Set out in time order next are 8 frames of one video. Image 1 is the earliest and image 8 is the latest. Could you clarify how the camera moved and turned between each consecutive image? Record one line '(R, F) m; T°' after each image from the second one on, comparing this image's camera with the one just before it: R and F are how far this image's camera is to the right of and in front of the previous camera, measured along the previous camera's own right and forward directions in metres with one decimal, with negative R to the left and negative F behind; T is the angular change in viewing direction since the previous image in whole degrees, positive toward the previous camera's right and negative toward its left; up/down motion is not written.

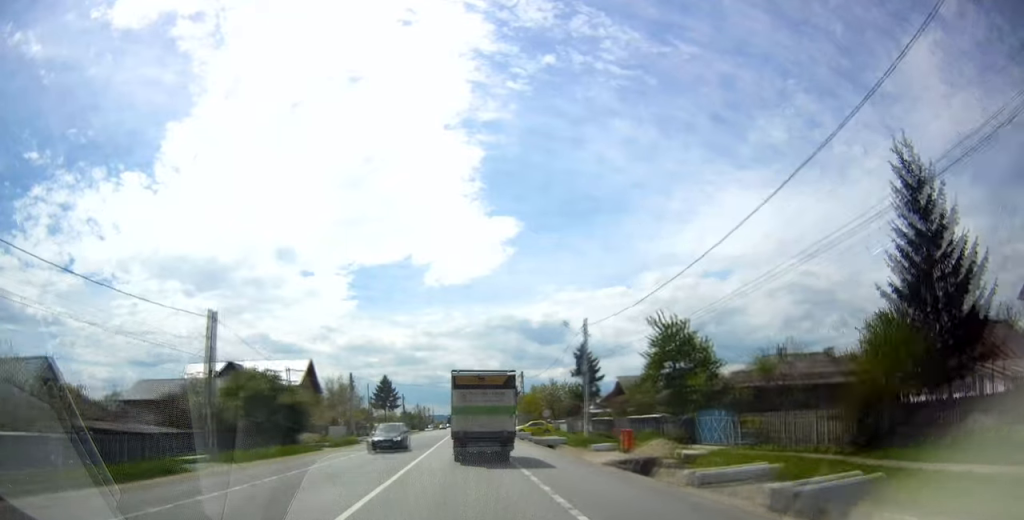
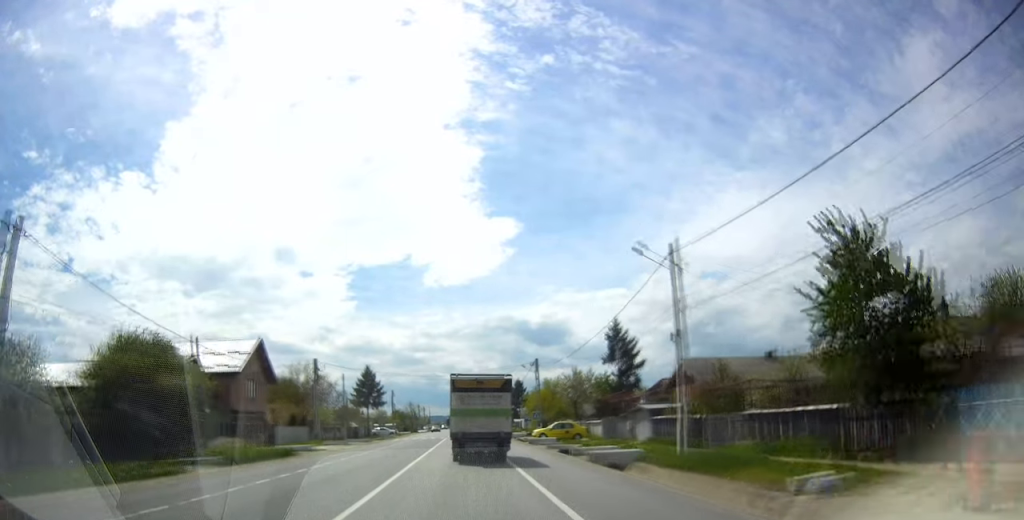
(0.0, +18.2) m; 0°
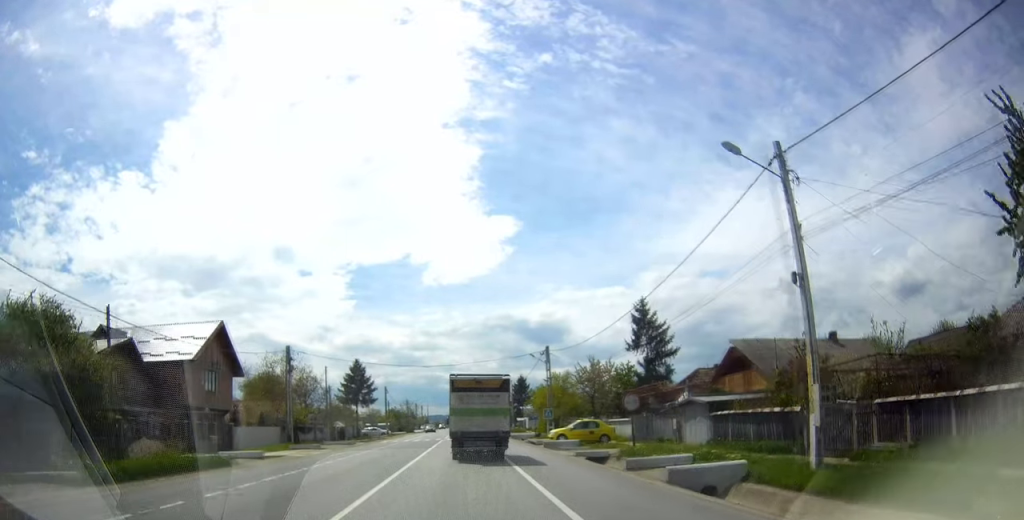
(-0.1, +9.1) m; 0°
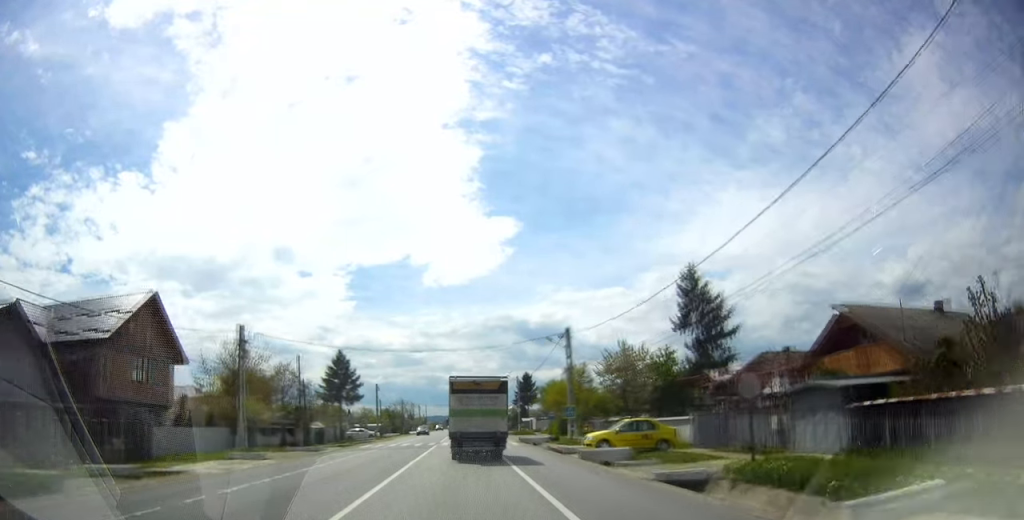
(+0.2, +11.2) m; 0°
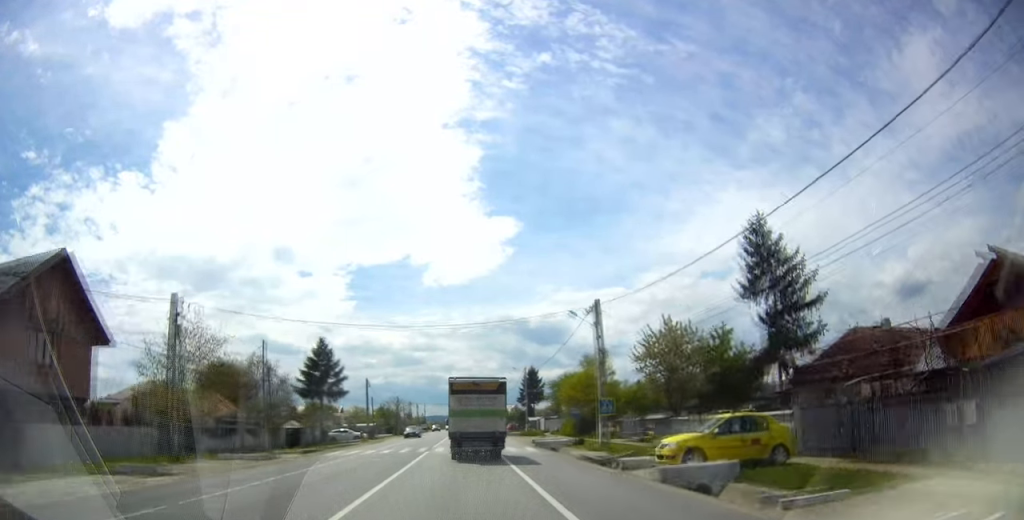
(0.0, +9.9) m; 0°
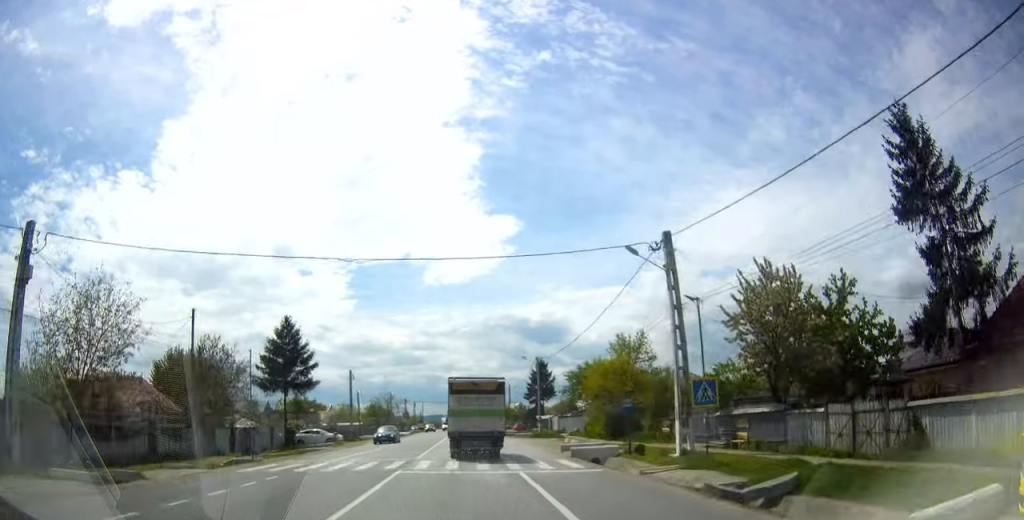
(-0.4, +12.8) m; 0°
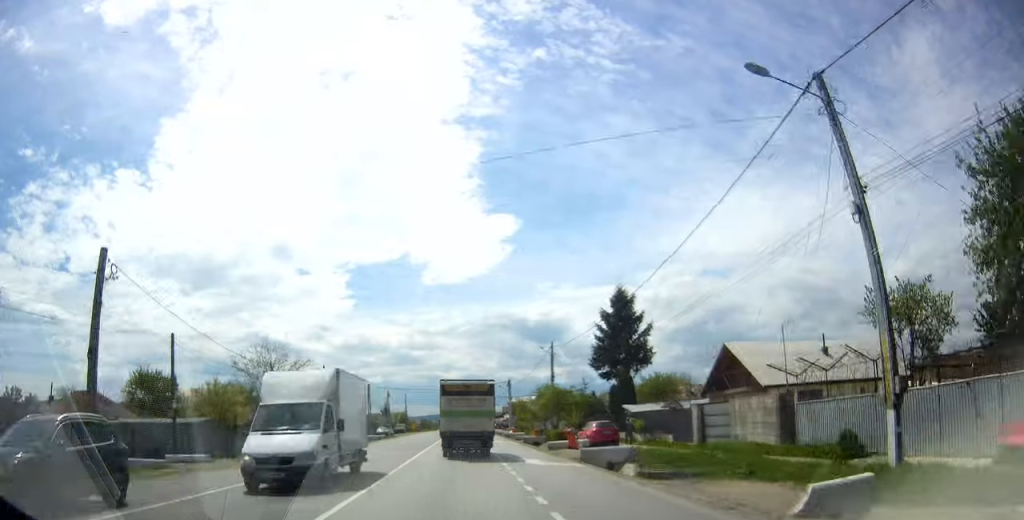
(+0.5, +52.4) m; +1°
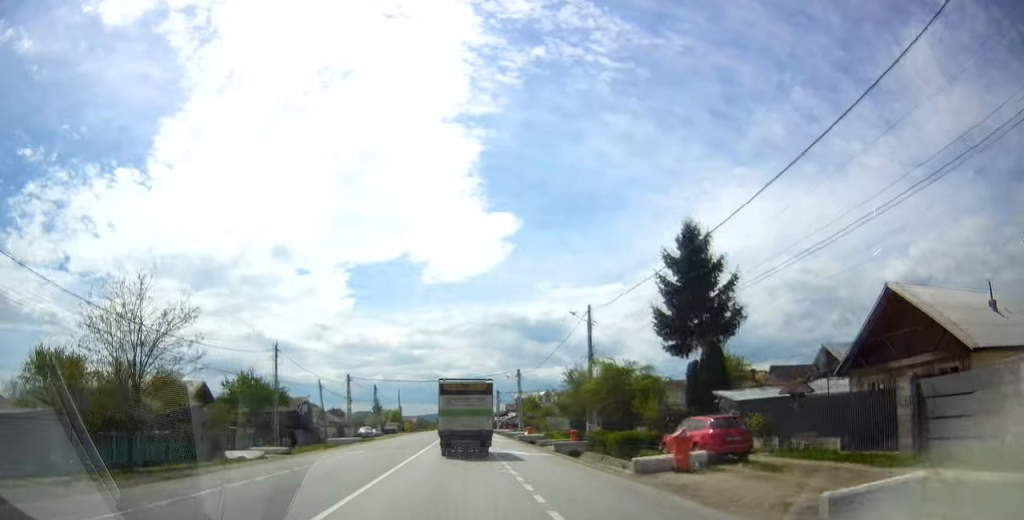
(0.0, +16.1) m; 0°
